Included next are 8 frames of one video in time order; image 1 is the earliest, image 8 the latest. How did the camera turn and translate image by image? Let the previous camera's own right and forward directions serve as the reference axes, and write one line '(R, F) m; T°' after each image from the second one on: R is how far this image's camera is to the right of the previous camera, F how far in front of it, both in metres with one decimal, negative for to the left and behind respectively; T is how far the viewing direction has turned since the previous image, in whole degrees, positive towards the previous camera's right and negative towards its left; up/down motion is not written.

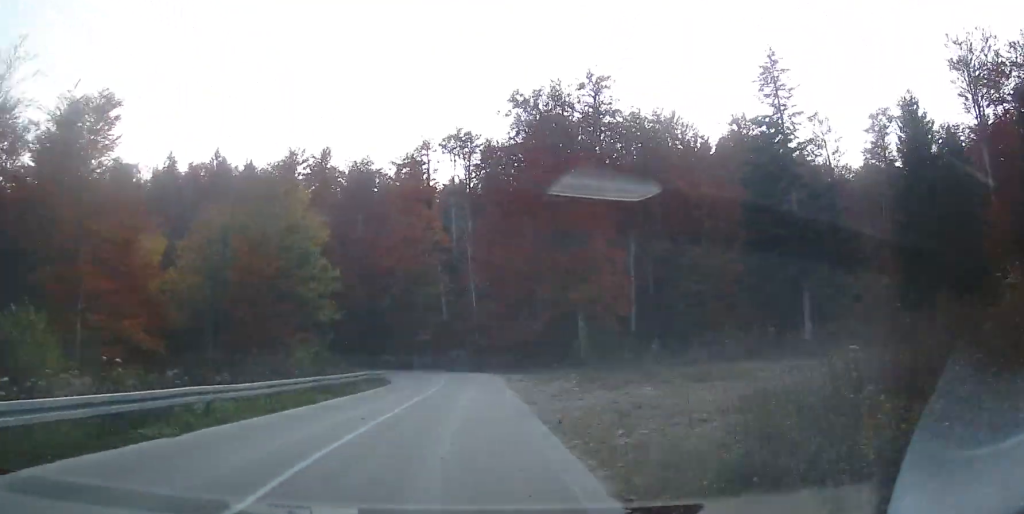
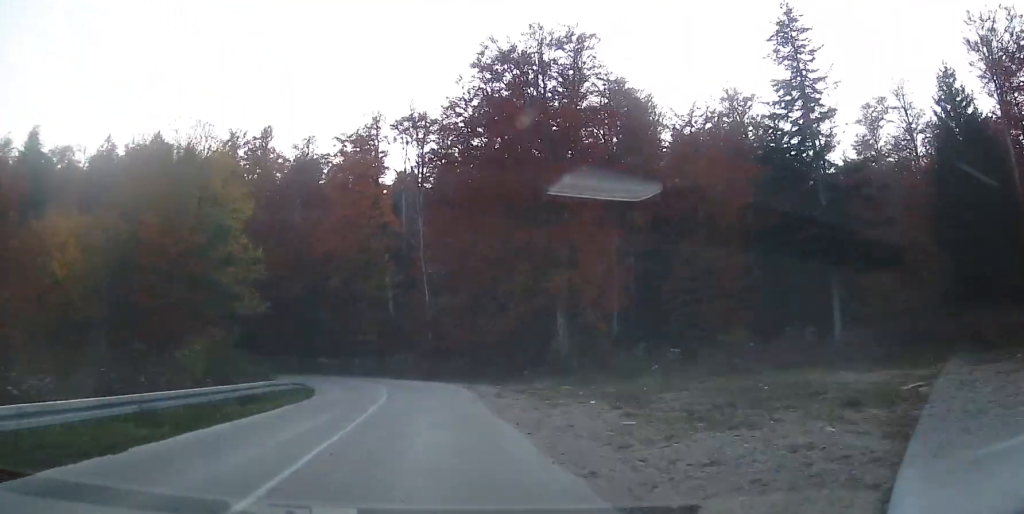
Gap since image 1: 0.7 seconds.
(+0.7, +9.9) m; +6°
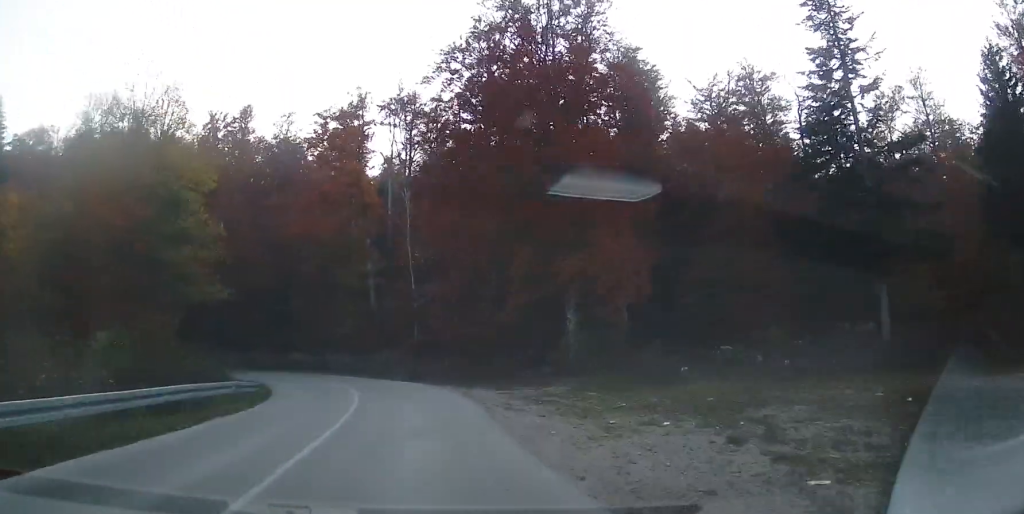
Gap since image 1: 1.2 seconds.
(+0.2, +5.9) m; +1°
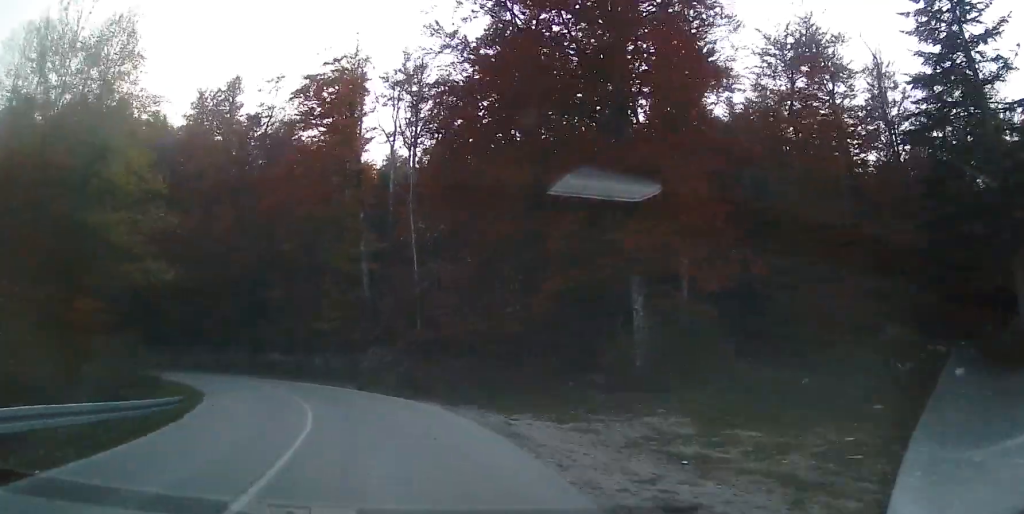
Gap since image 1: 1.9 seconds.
(+0.2, +9.9) m; +1°
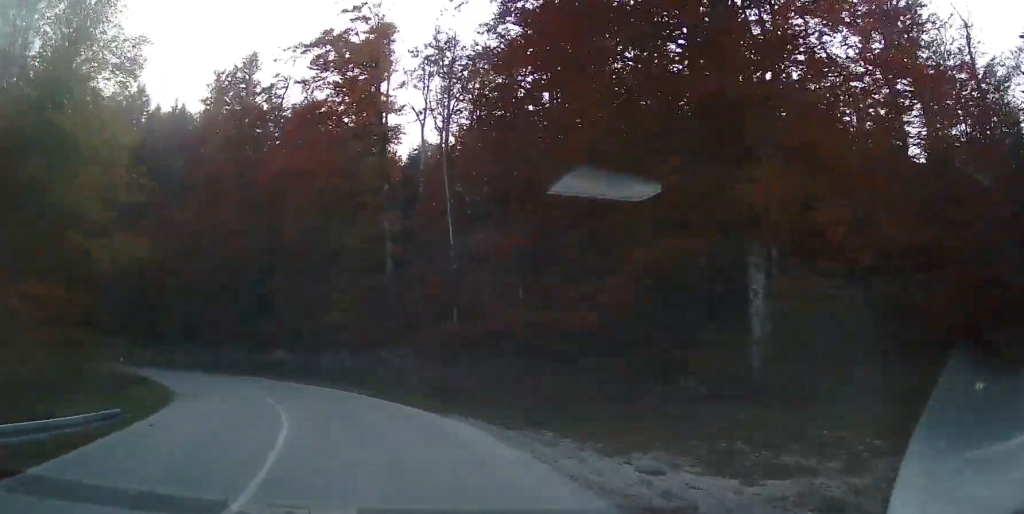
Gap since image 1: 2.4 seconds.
(+0.1, +6.6) m; -1°
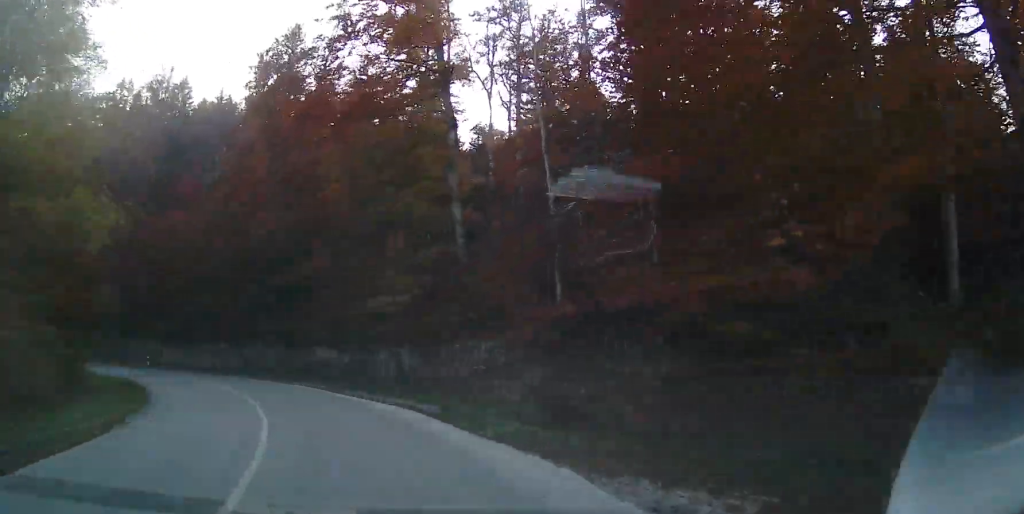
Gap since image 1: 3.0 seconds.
(-0.2, +7.9) m; -5°
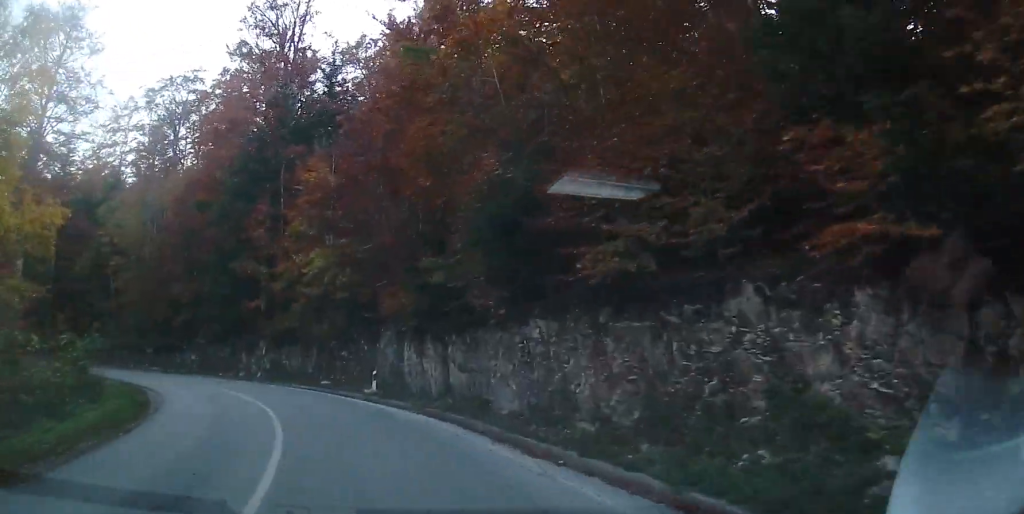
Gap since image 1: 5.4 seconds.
(-7.3, +24.4) m; -37°
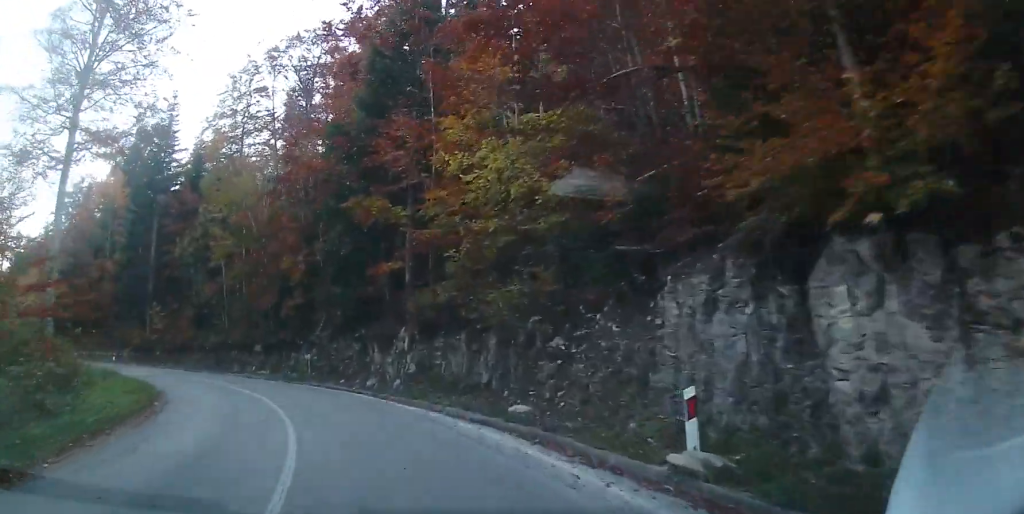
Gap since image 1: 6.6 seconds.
(-1.4, +12.4) m; -14°
